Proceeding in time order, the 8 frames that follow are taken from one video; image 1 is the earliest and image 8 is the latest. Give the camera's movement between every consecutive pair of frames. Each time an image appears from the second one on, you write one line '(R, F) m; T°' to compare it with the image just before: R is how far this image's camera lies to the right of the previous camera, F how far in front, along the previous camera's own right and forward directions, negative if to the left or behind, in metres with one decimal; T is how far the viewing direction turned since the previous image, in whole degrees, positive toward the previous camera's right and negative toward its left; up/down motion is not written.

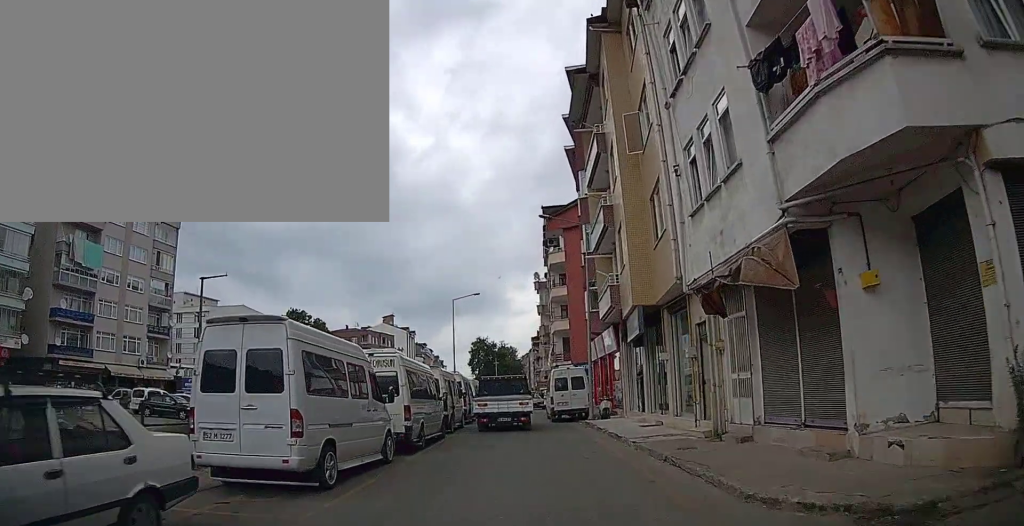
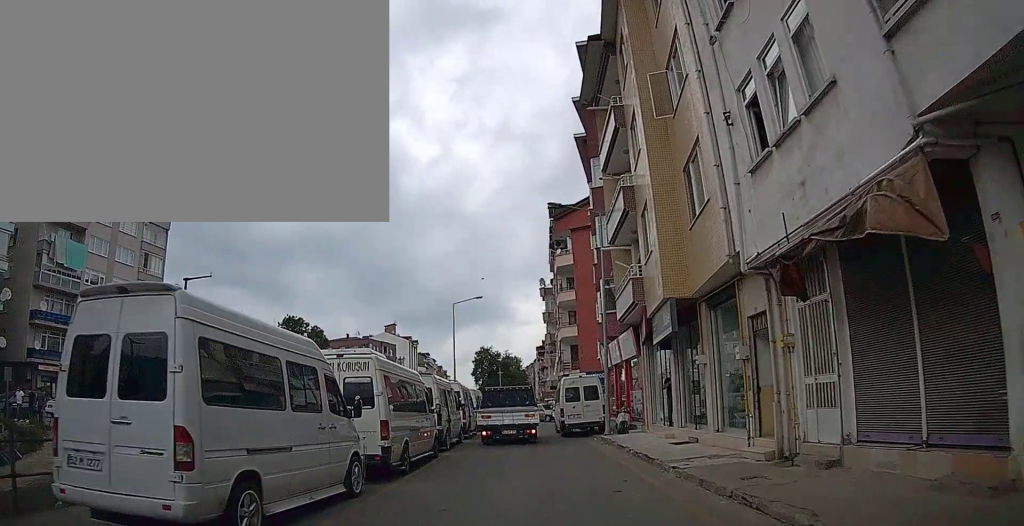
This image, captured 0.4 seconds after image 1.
(-0.1, +3.3) m; +1°
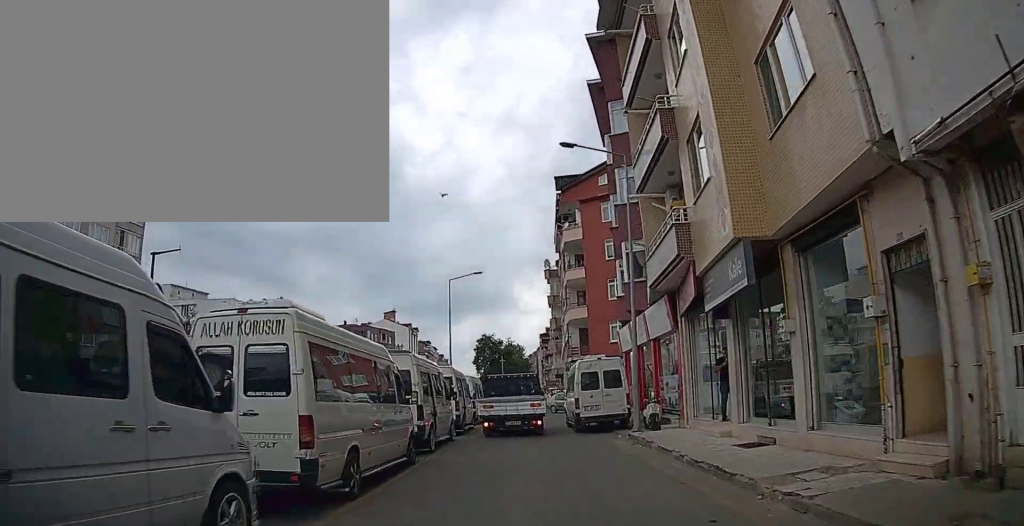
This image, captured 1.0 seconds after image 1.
(+0.2, +4.5) m; 0°
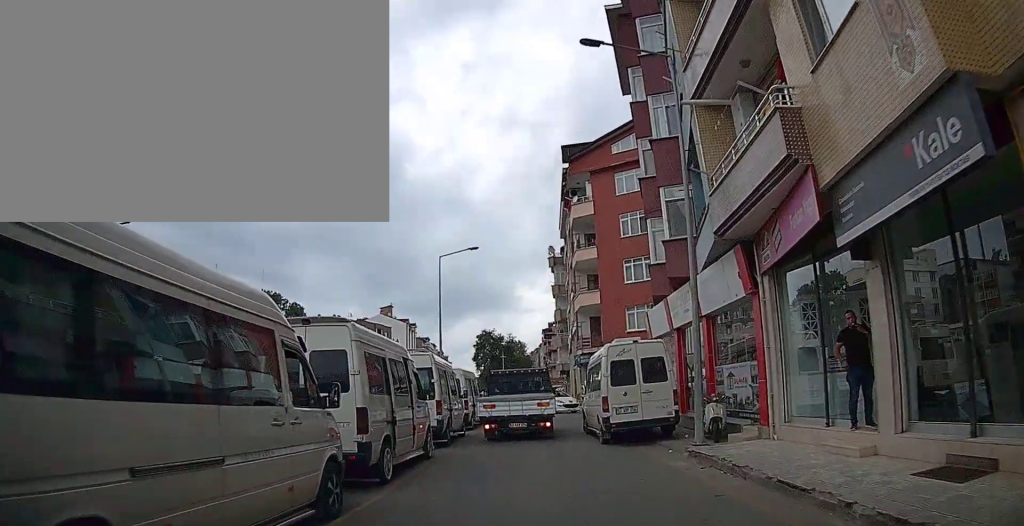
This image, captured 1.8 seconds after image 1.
(0.0, +5.5) m; -1°
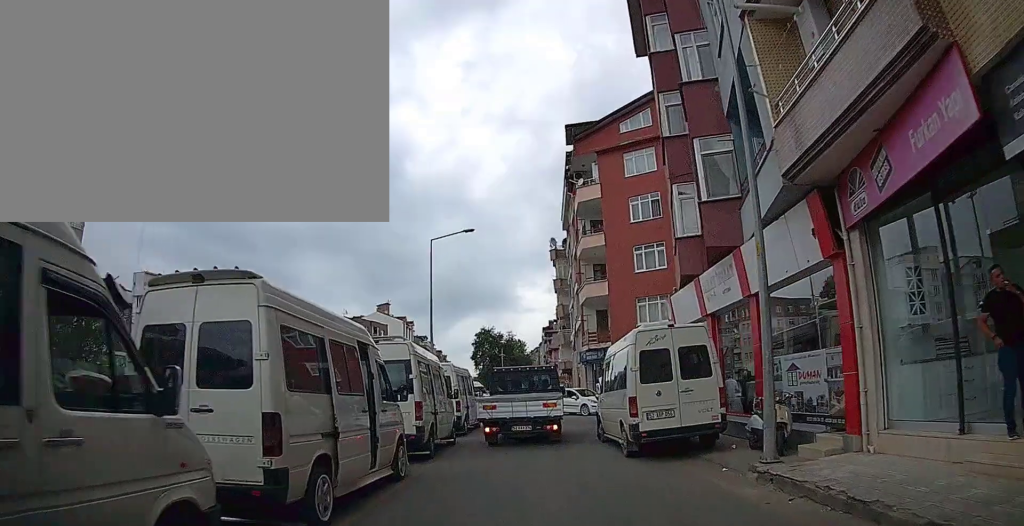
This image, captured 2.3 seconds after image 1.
(-0.1, +3.3) m; -2°
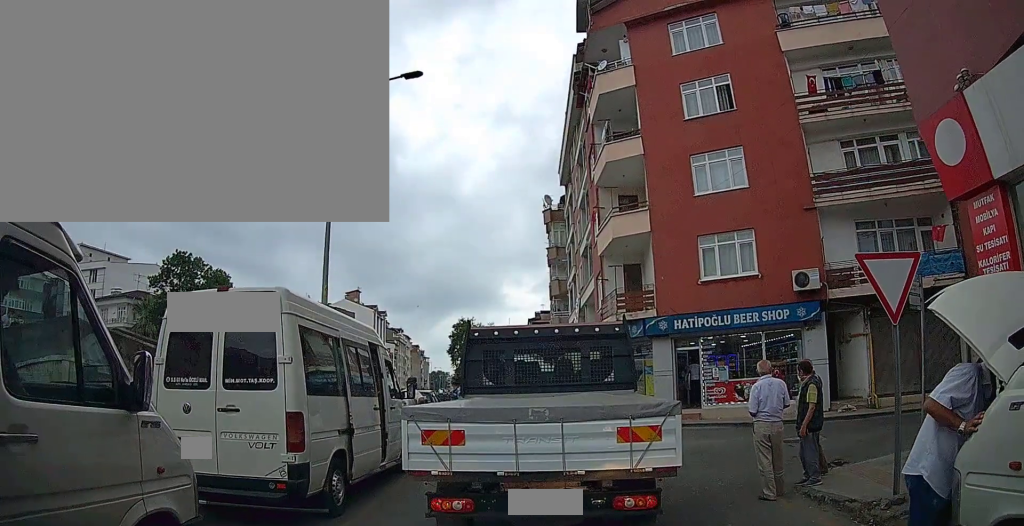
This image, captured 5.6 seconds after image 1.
(+1.3, +14.9) m; +20°
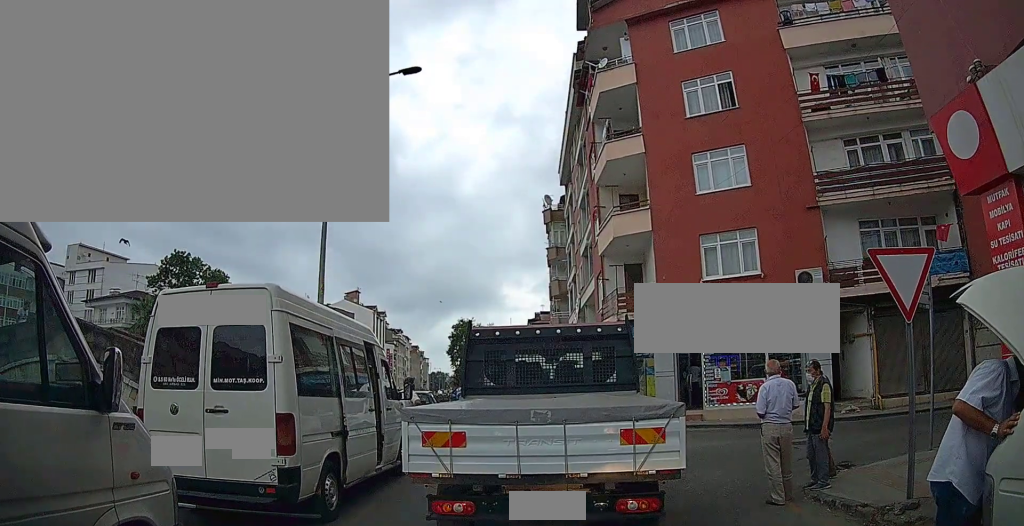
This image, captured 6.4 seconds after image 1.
(+0.3, 0.0) m; 0°
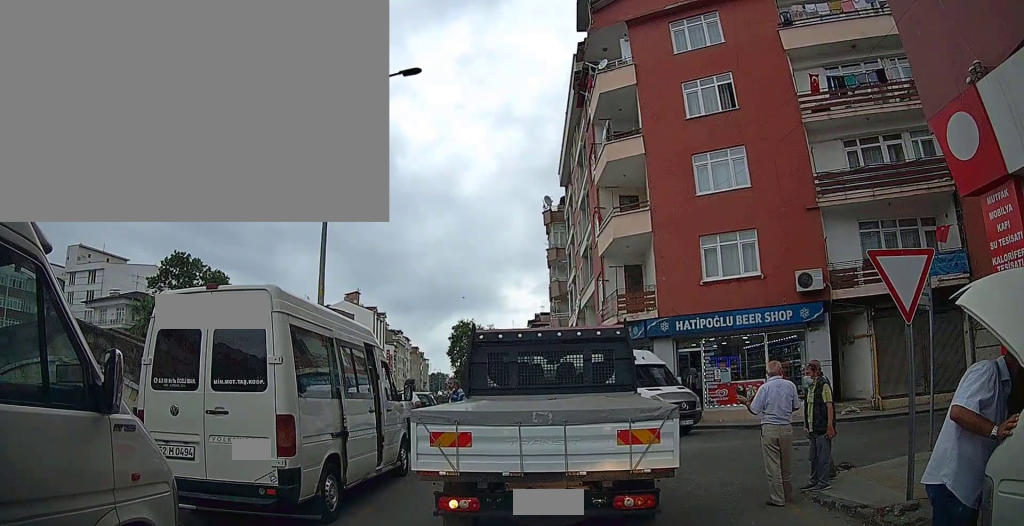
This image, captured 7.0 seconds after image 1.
(0.0, 0.0) m; 0°
